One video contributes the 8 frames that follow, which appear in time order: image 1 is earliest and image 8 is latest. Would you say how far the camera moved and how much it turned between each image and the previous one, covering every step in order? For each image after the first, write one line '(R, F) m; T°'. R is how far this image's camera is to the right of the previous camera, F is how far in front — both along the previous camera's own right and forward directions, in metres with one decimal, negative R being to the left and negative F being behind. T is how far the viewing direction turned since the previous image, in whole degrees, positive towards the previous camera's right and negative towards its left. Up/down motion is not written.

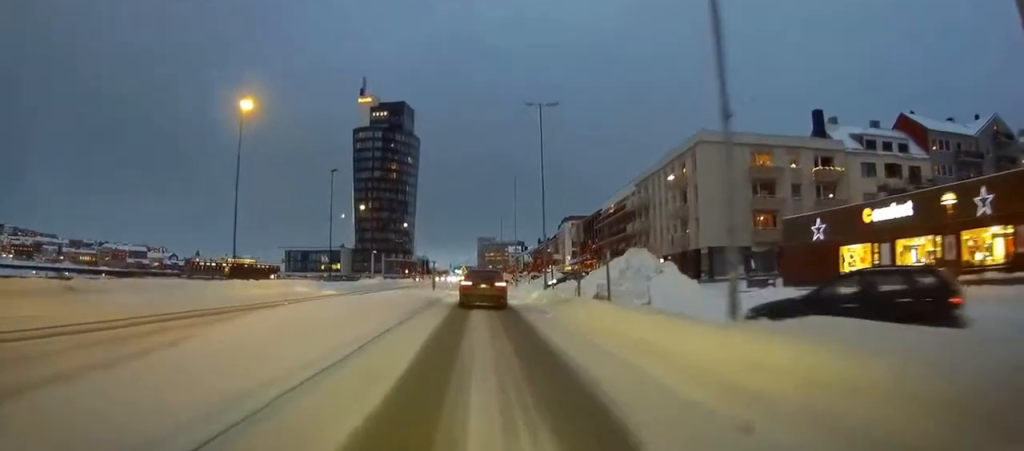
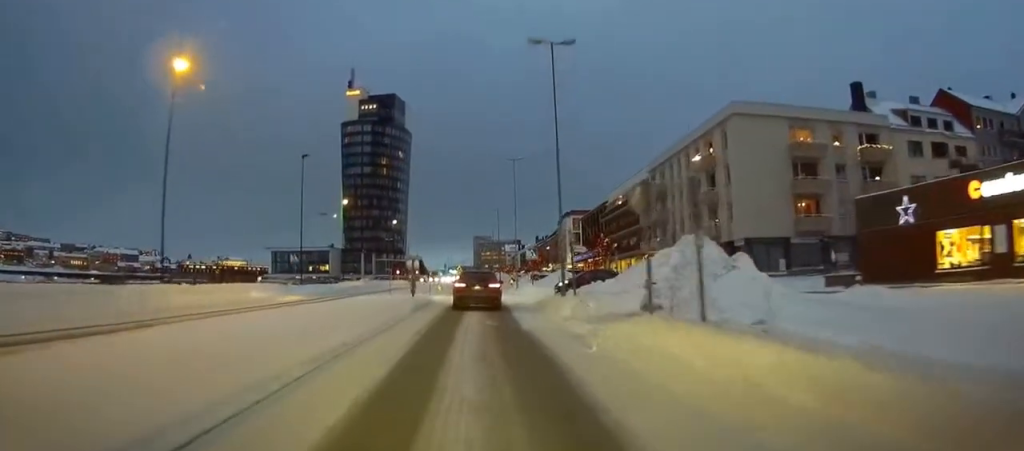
(0.0, +9.8) m; 0°
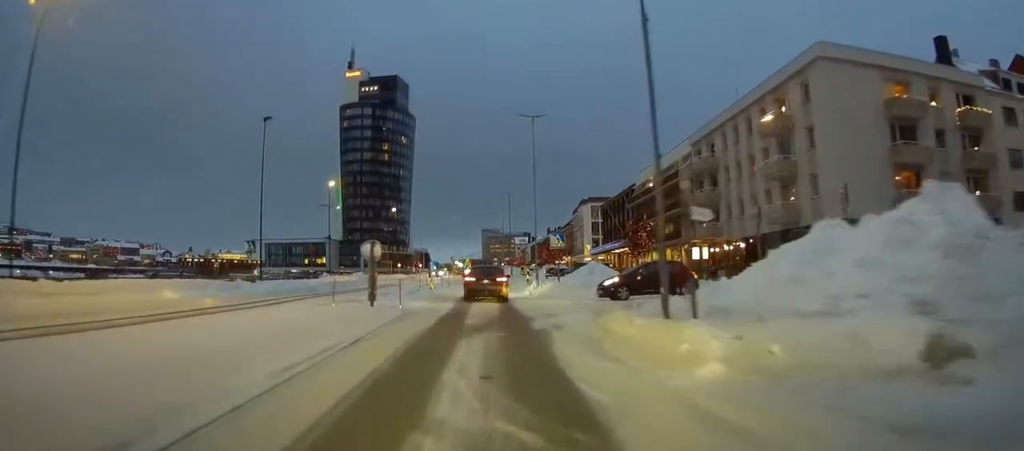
(+0.1, +13.6) m; +1°
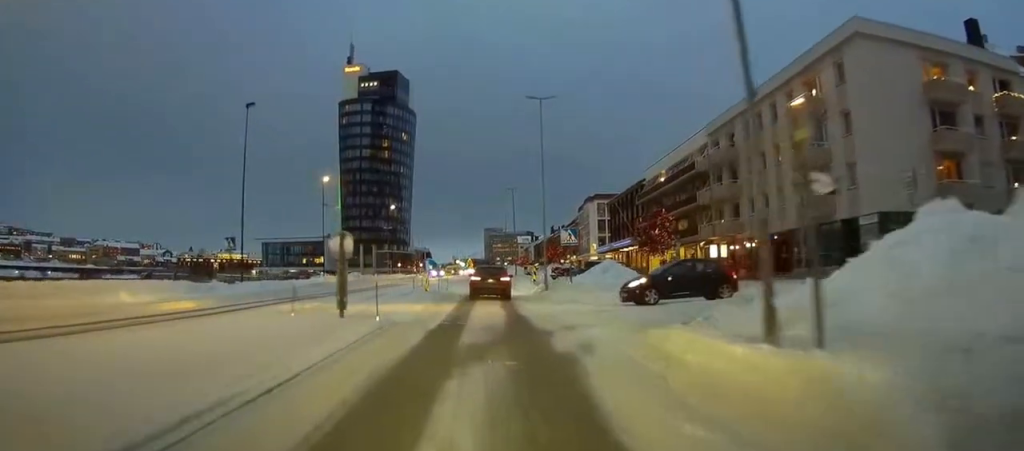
(+0.1, +4.4) m; +2°
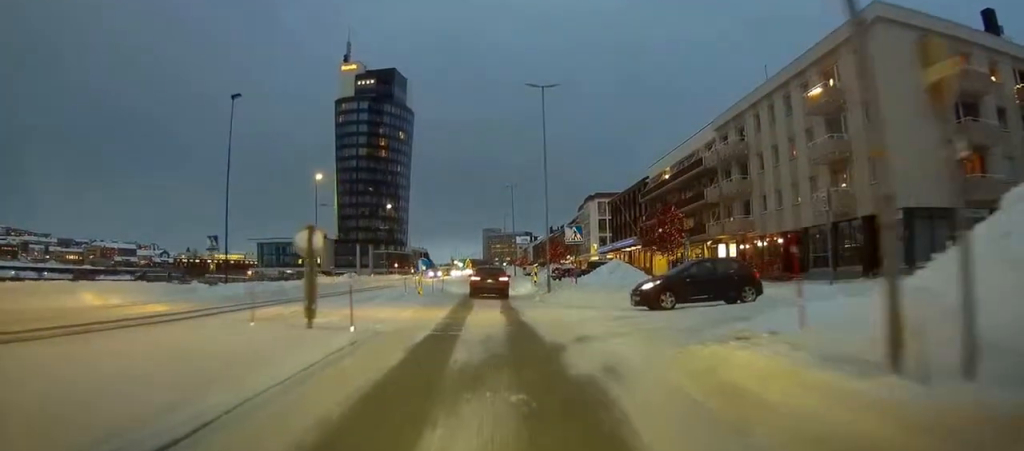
(0.0, +2.8) m; +2°
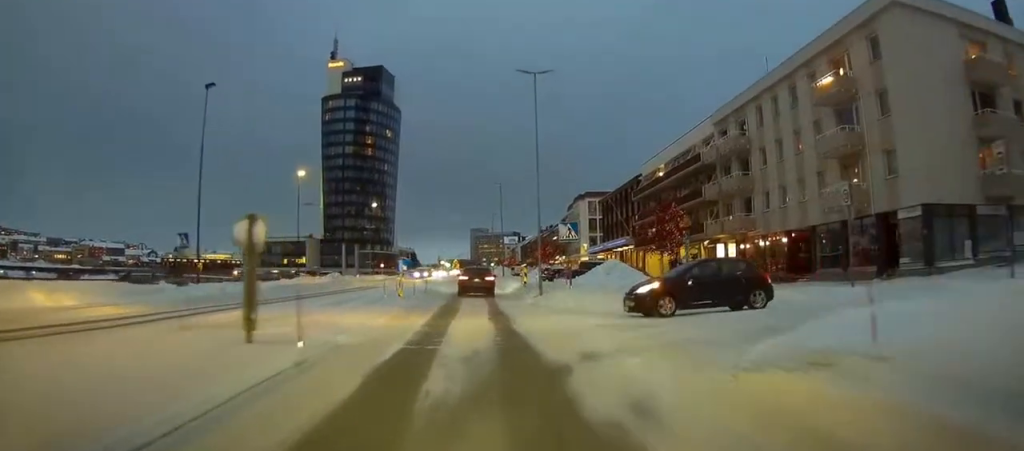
(+0.1, +2.7) m; +4°
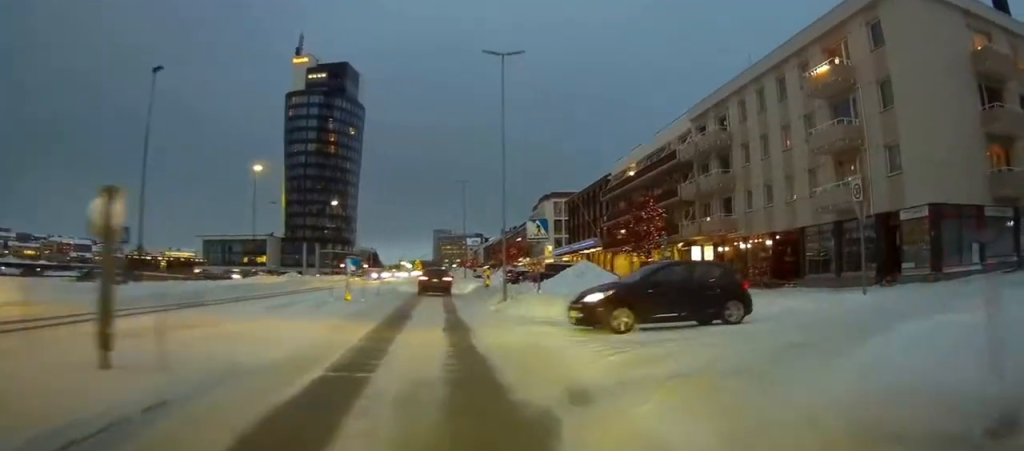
(0.0, +3.3) m; +6°
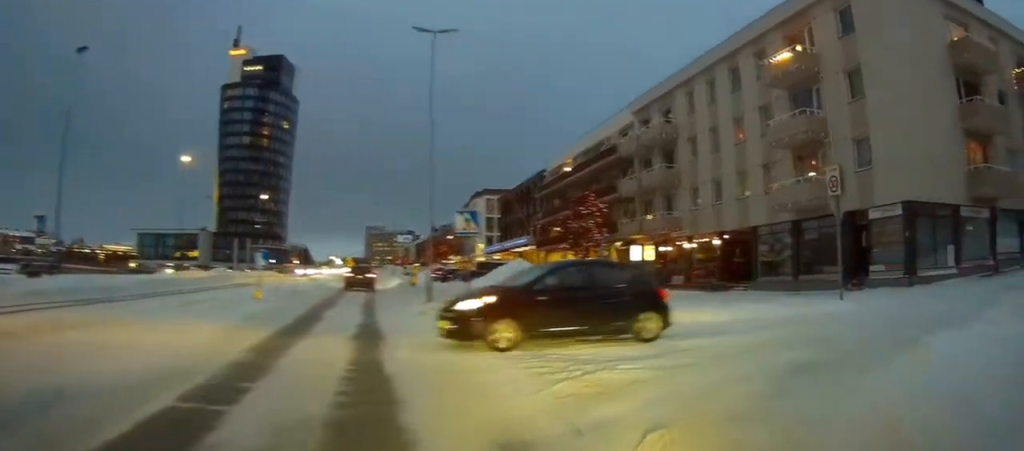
(+0.2, +2.6) m; +8°
